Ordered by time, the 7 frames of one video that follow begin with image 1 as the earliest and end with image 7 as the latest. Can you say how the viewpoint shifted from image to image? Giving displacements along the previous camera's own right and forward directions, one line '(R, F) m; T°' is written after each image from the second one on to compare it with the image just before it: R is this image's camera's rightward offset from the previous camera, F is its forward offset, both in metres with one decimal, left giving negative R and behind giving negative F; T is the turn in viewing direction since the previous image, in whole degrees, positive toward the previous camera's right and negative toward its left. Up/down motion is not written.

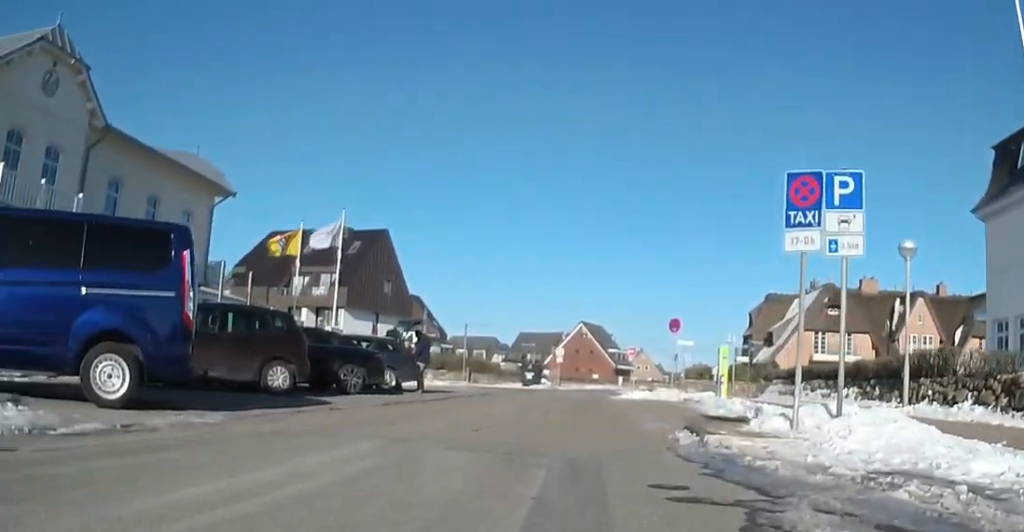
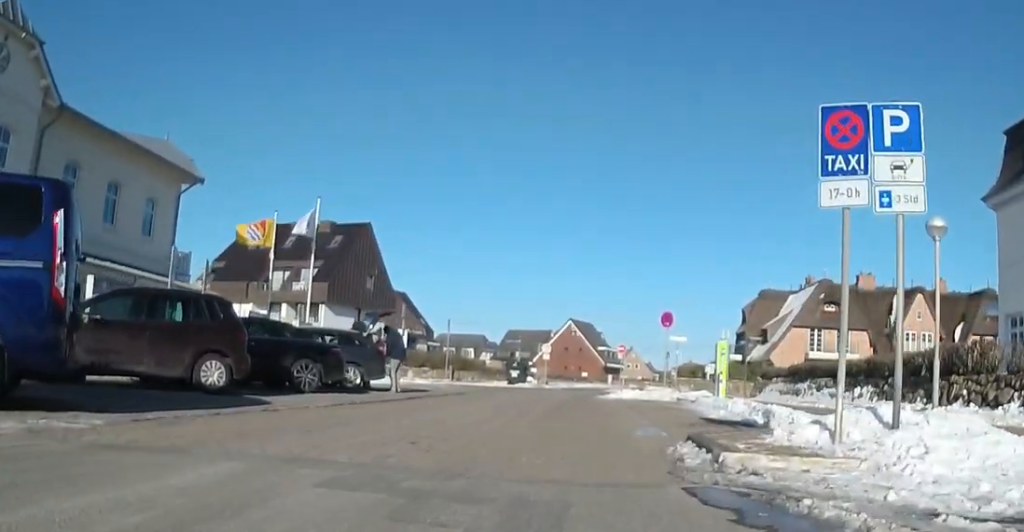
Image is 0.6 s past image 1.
(+0.3, +2.2) m; +3°
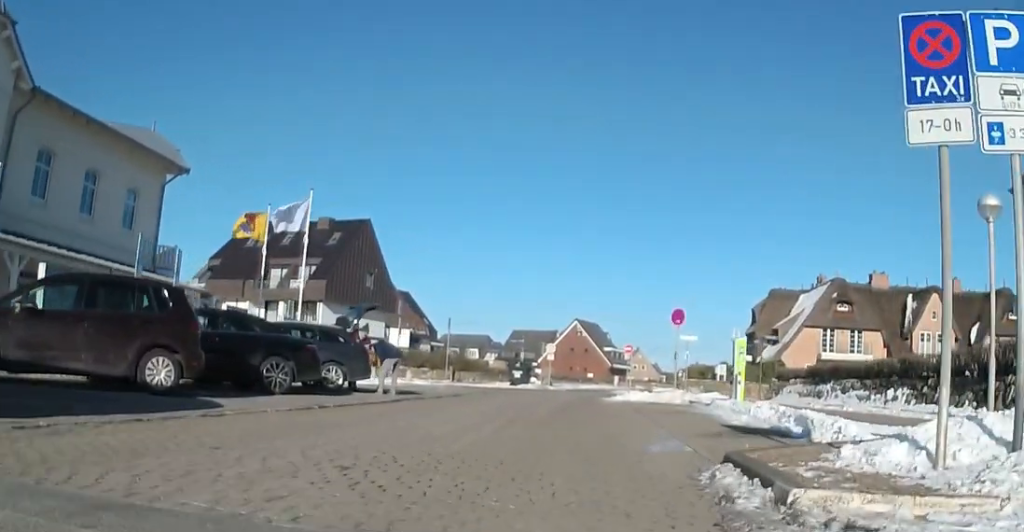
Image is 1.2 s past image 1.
(-0.1, +1.9) m; -4°
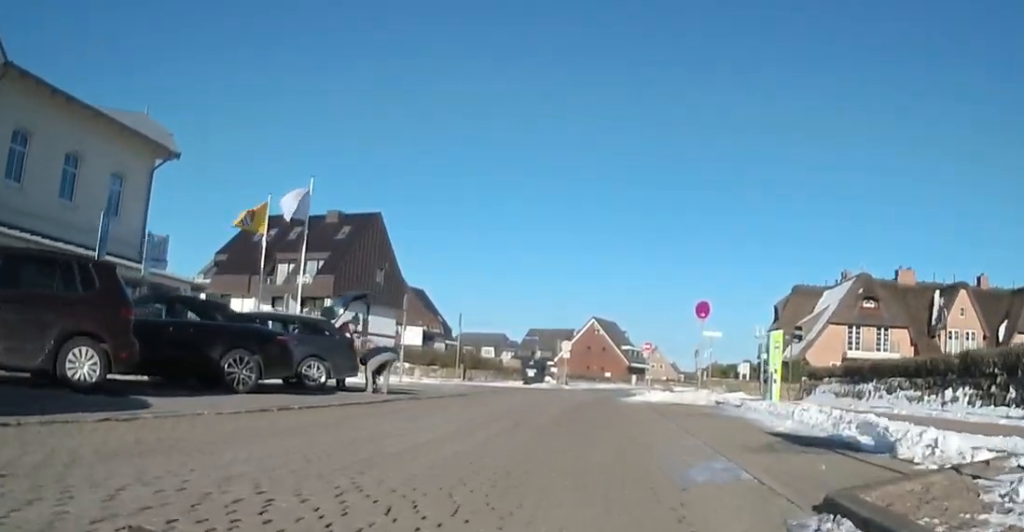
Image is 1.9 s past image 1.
(0.0, +2.4) m; -6°
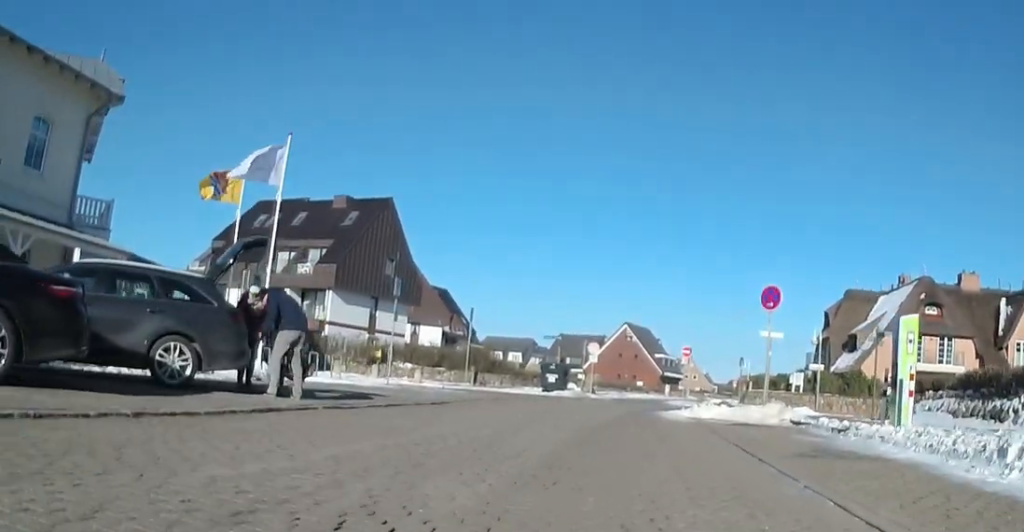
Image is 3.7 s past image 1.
(0.0, +6.2) m; +7°
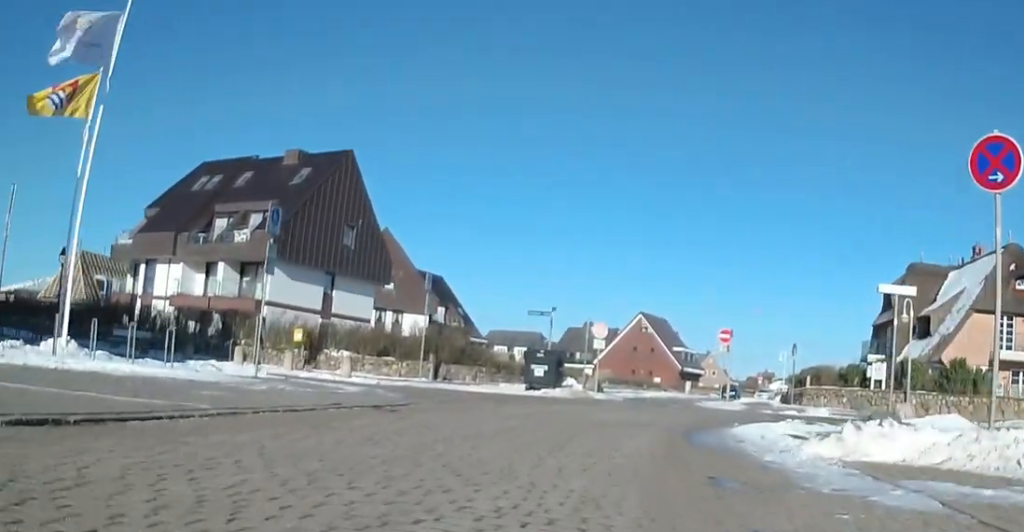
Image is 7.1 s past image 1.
(+1.0, +11.9) m; +7°
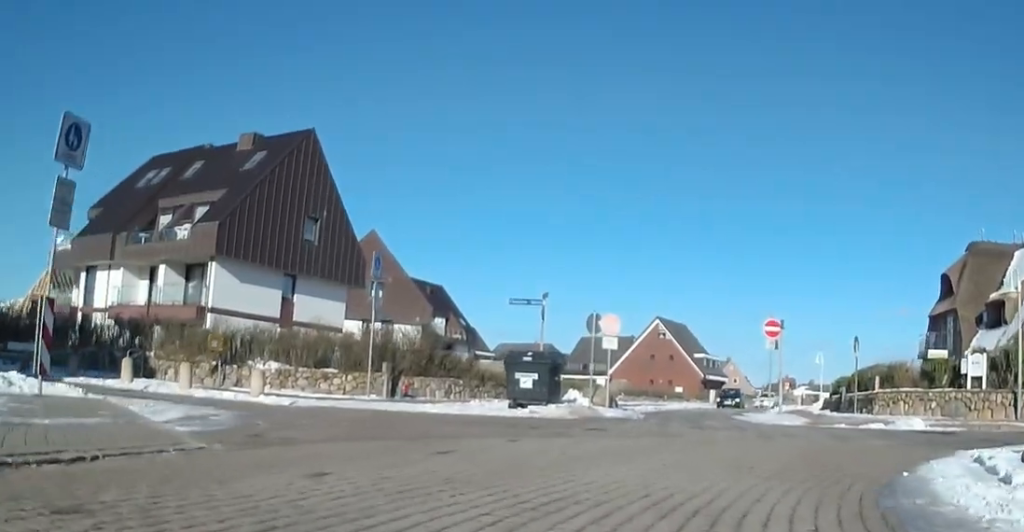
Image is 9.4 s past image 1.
(-1.8, +7.7) m; -14°
